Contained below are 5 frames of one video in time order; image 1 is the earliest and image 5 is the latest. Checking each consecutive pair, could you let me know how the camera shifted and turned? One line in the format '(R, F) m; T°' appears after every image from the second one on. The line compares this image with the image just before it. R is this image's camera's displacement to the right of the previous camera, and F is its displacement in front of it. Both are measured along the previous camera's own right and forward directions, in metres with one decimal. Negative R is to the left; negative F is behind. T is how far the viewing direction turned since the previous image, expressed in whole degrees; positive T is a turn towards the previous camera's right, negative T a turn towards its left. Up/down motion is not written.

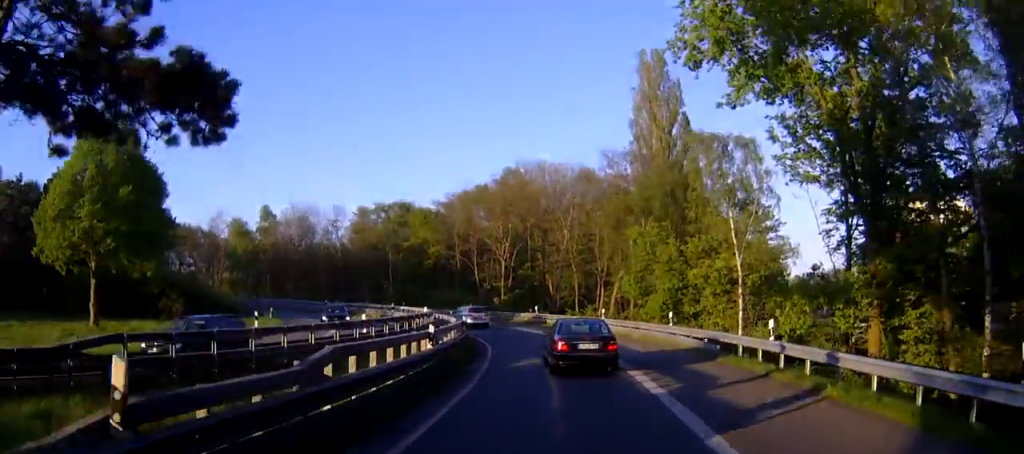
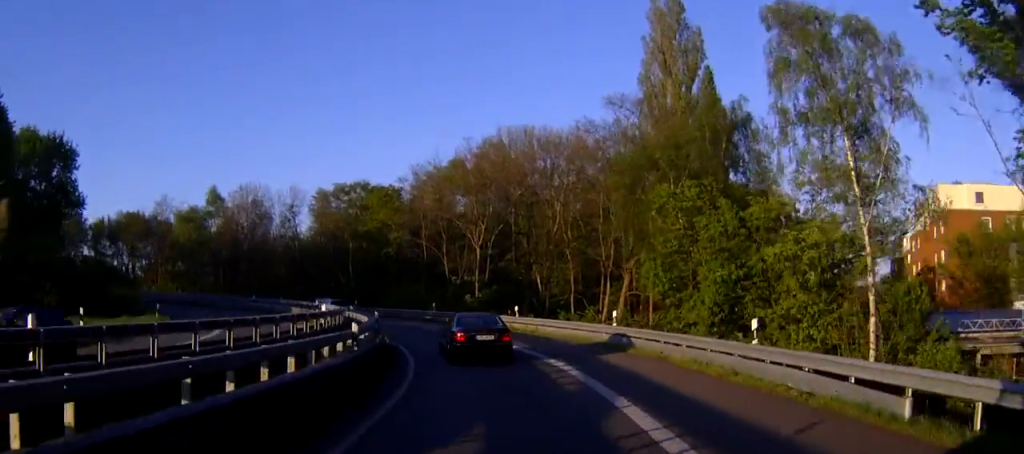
(+0.1, +15.1) m; -1°
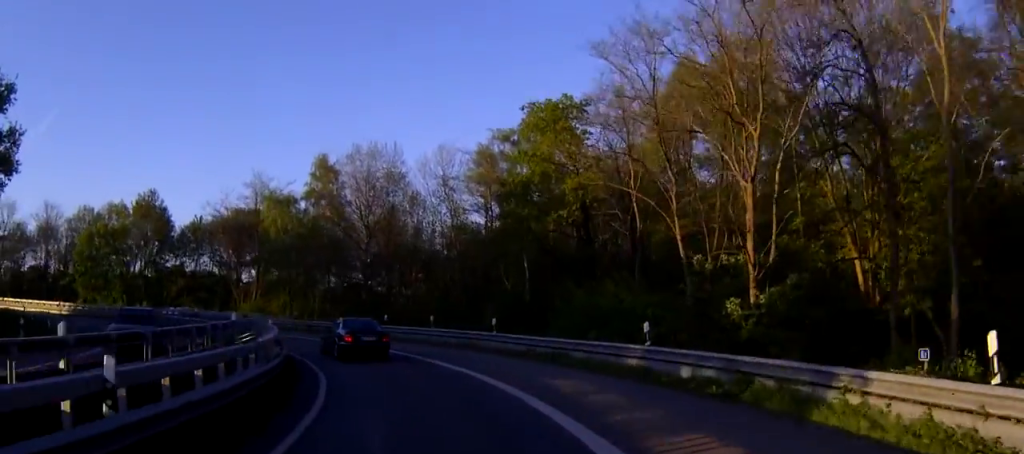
(-3.6, +31.5) m; -17°
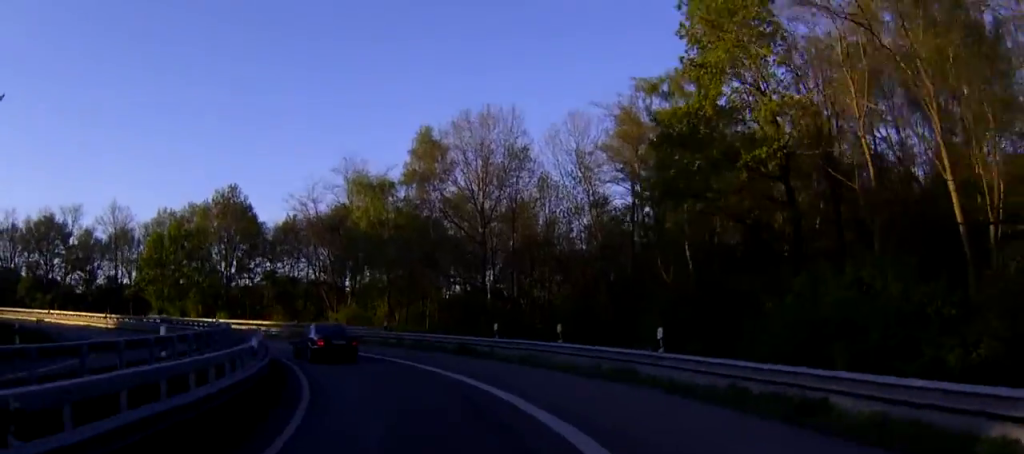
(-1.0, +12.2) m; -11°
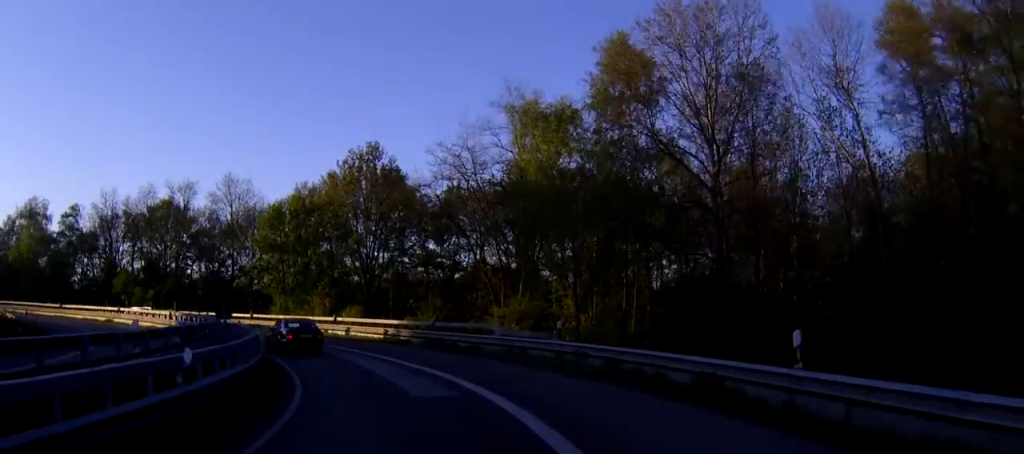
(-2.7, +16.4) m; -17°
